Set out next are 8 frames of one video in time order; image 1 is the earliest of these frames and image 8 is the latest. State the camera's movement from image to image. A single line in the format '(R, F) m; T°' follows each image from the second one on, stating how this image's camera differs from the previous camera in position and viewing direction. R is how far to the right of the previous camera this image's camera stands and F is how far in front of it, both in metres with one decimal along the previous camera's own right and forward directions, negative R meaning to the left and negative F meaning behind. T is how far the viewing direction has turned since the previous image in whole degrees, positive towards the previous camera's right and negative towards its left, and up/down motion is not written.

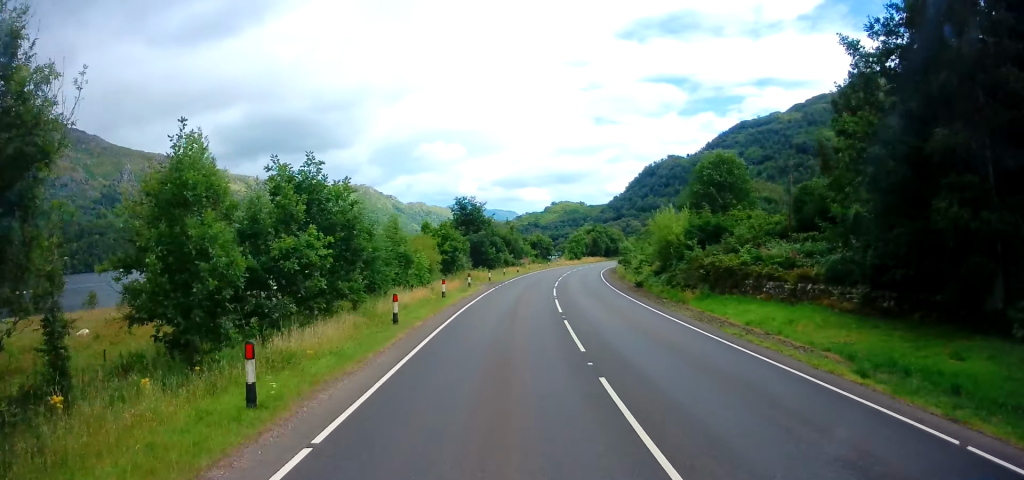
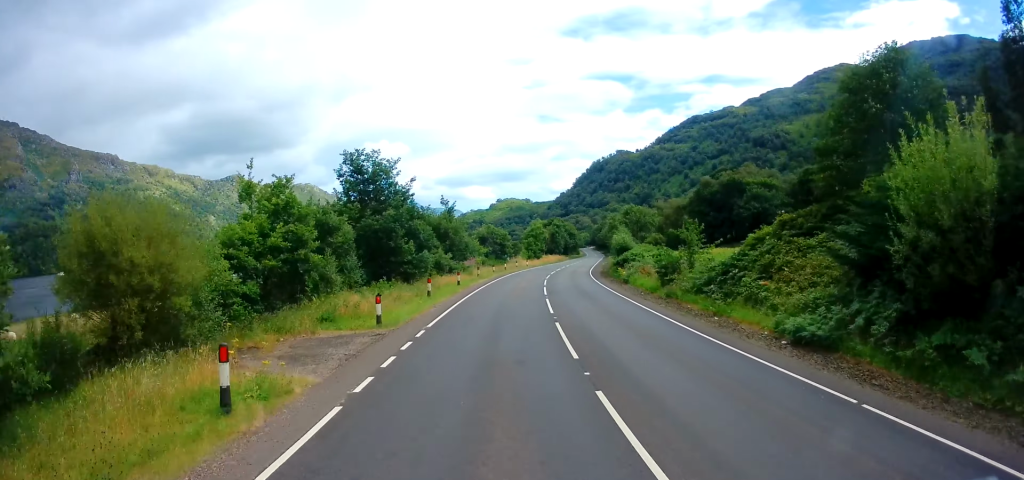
(+1.4, +27.9) m; +5°
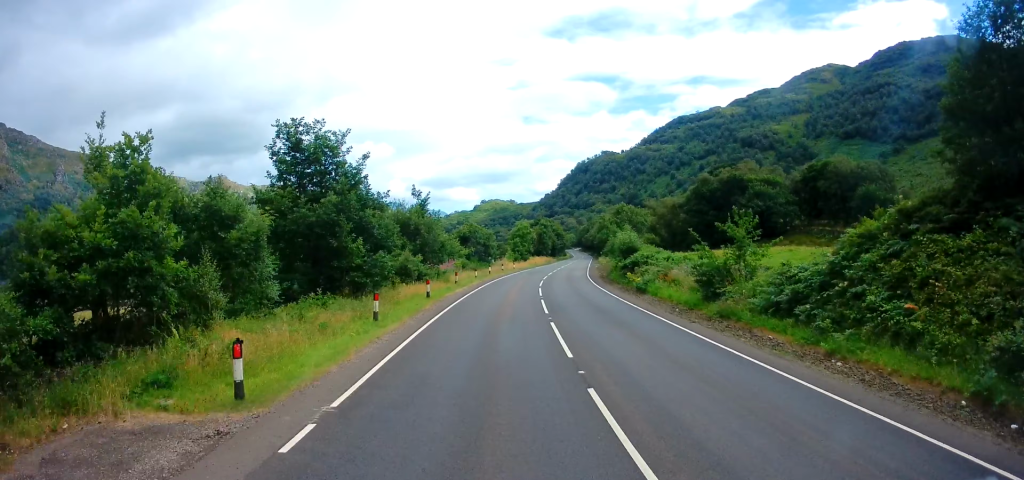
(+0.2, +8.7) m; +2°
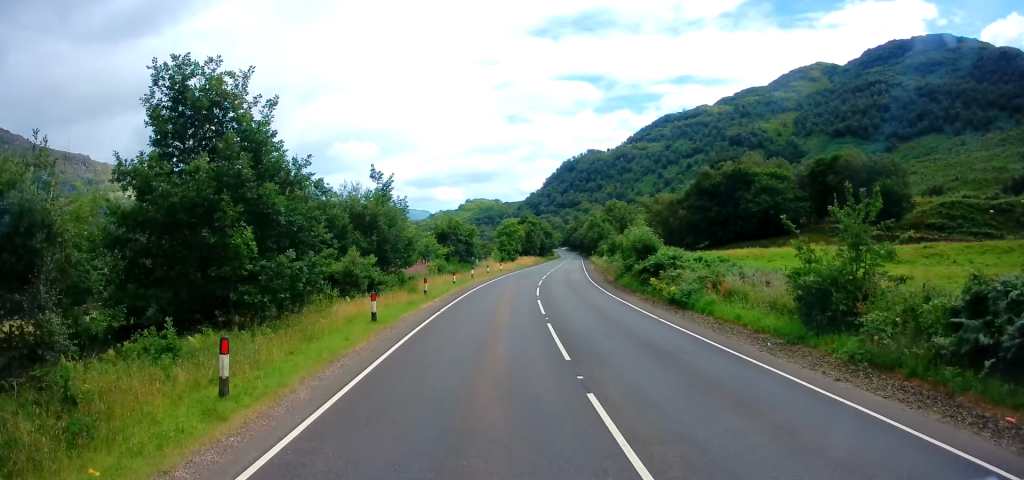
(0.0, +9.4) m; +2°
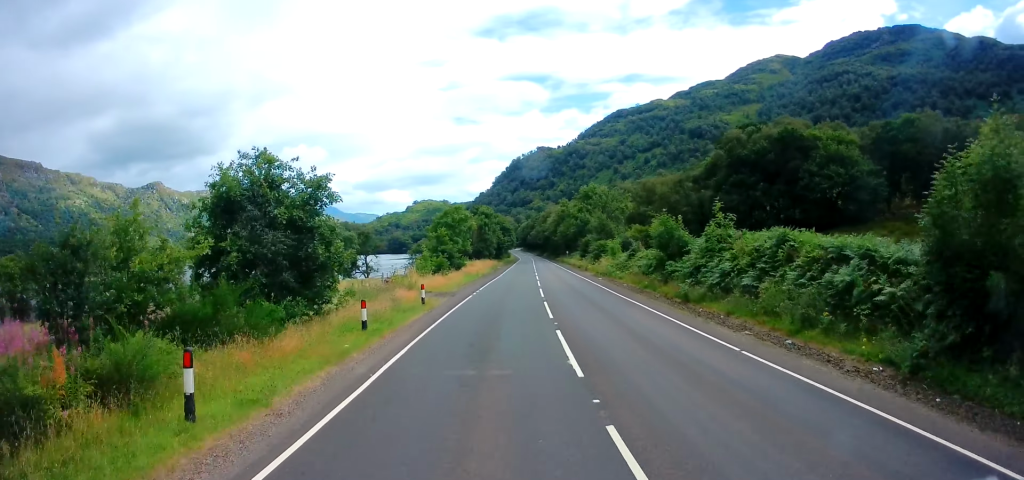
(+1.7, +37.2) m; +4°
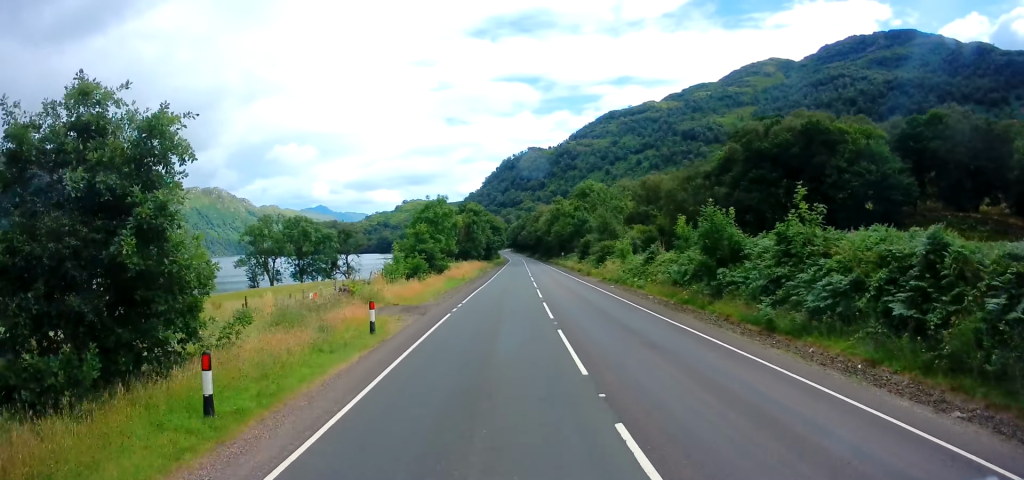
(-0.1, +8.6) m; +1°
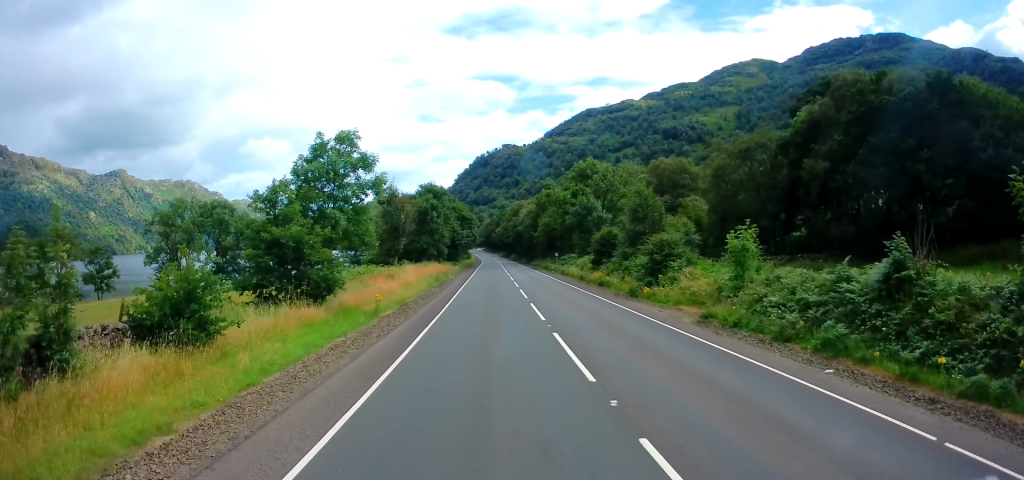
(+1.1, +27.9) m; +3°
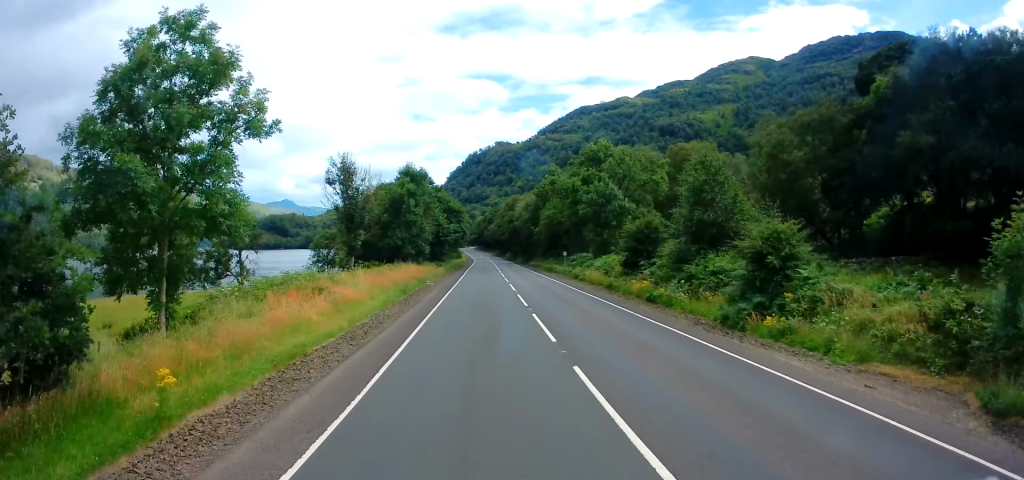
(+0.1, +14.0) m; +1°
